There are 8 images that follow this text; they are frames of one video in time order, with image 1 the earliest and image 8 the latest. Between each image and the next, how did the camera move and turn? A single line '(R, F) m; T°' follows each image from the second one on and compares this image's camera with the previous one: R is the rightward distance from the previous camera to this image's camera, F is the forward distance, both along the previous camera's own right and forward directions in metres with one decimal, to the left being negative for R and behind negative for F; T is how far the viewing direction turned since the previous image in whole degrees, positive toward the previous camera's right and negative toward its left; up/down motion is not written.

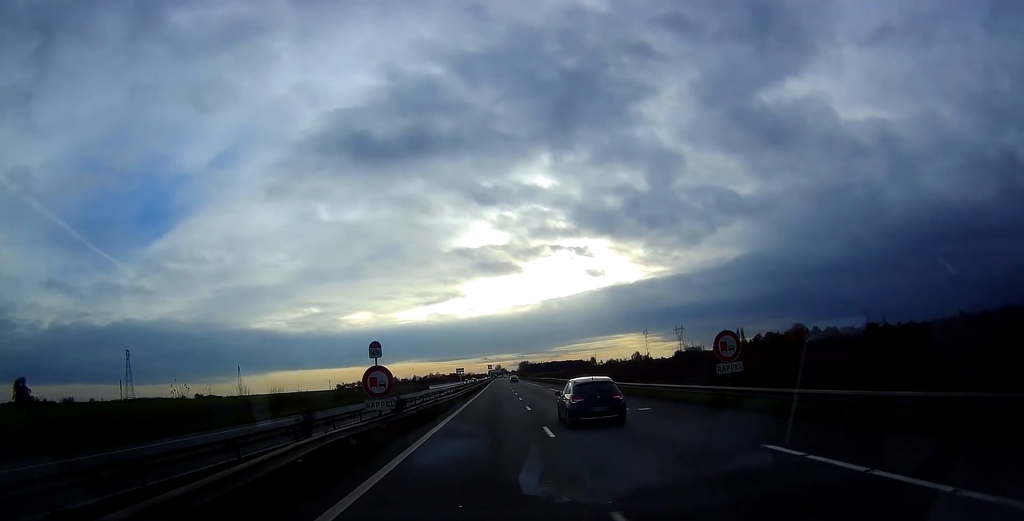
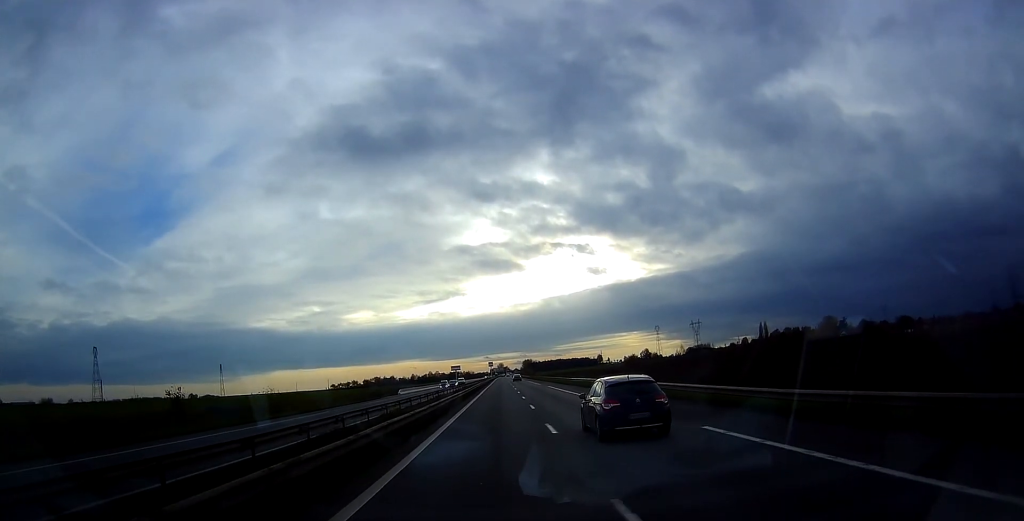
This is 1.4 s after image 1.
(-0.2, +47.4) m; 0°
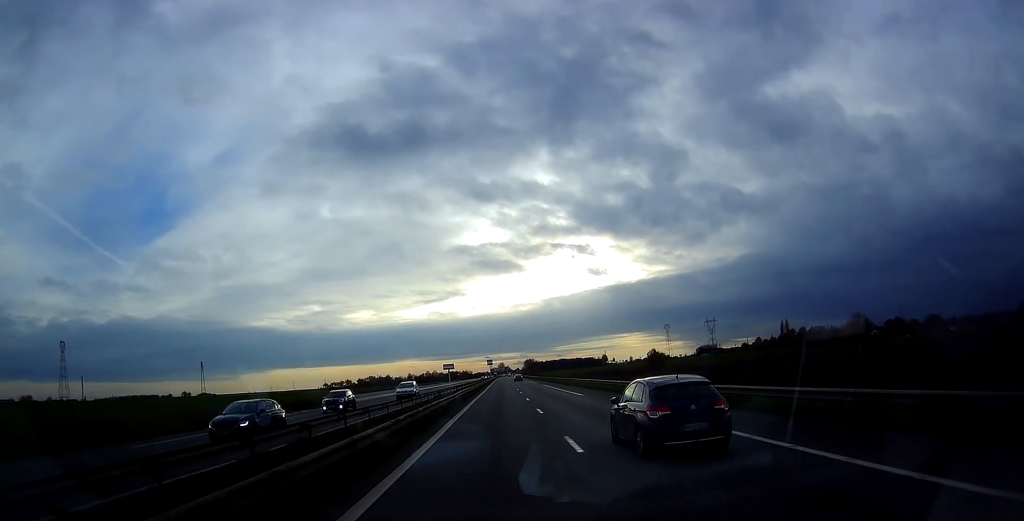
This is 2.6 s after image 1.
(+0.2, +40.3) m; 0°
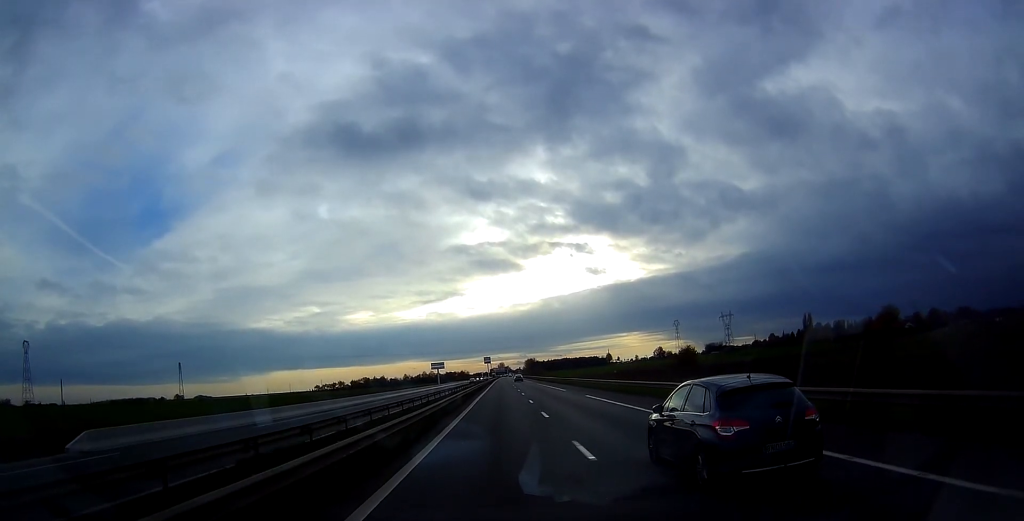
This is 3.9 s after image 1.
(-0.2, +40.0) m; 0°
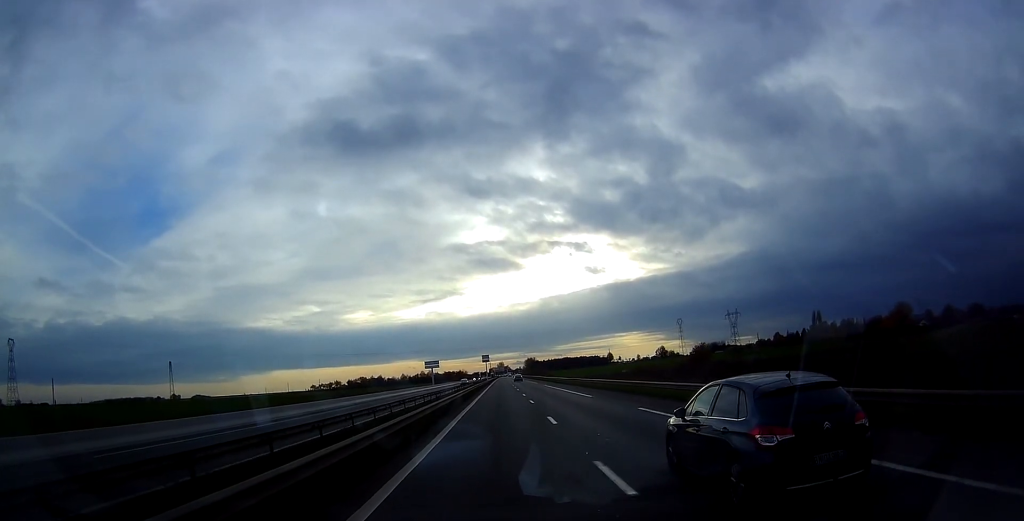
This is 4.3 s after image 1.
(-0.1, +15.0) m; 0°
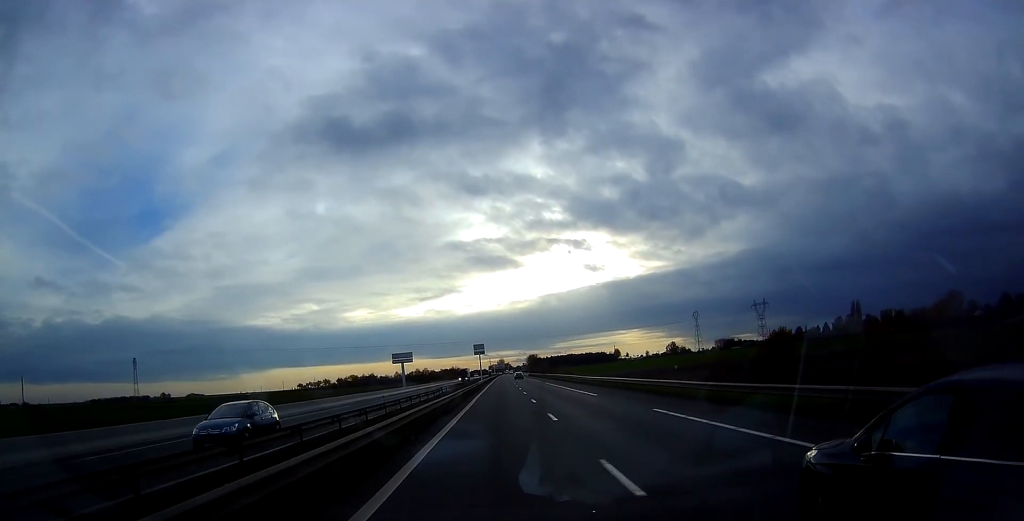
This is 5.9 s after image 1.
(+0.1, +54.0) m; 0°
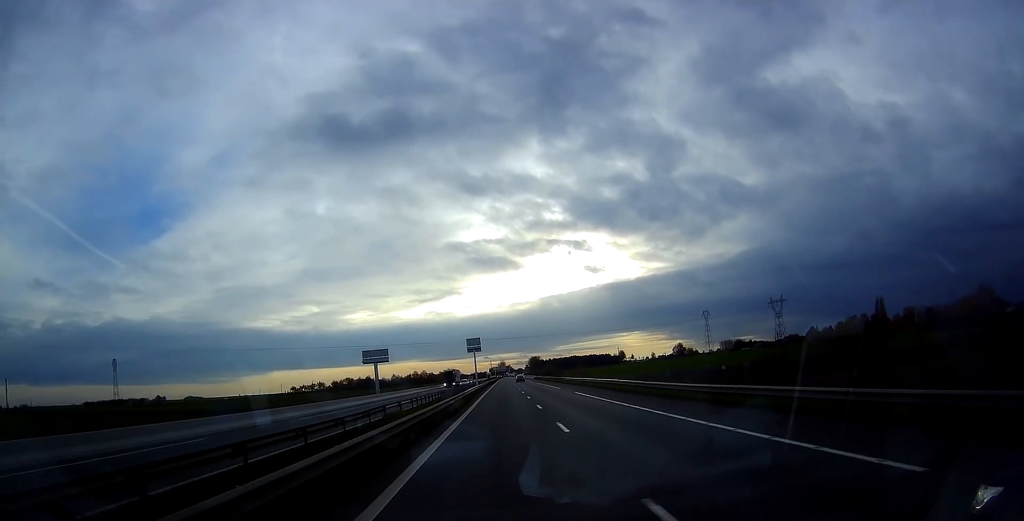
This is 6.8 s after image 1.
(-0.1, +27.8) m; 0°
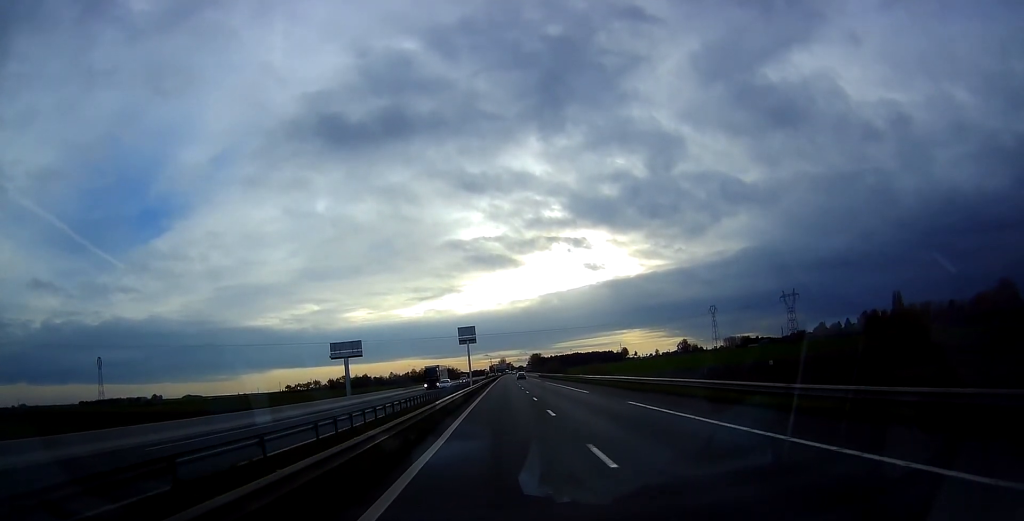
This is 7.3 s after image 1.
(0.0, +18.3) m; 0°
